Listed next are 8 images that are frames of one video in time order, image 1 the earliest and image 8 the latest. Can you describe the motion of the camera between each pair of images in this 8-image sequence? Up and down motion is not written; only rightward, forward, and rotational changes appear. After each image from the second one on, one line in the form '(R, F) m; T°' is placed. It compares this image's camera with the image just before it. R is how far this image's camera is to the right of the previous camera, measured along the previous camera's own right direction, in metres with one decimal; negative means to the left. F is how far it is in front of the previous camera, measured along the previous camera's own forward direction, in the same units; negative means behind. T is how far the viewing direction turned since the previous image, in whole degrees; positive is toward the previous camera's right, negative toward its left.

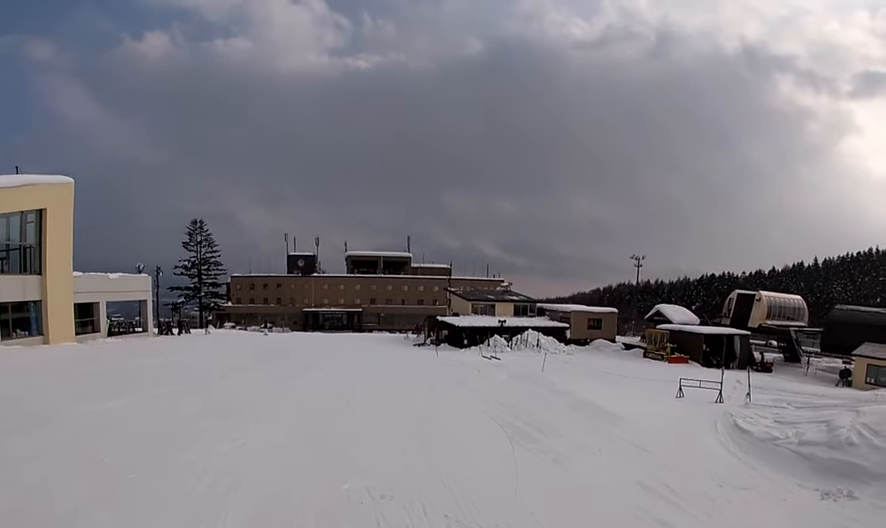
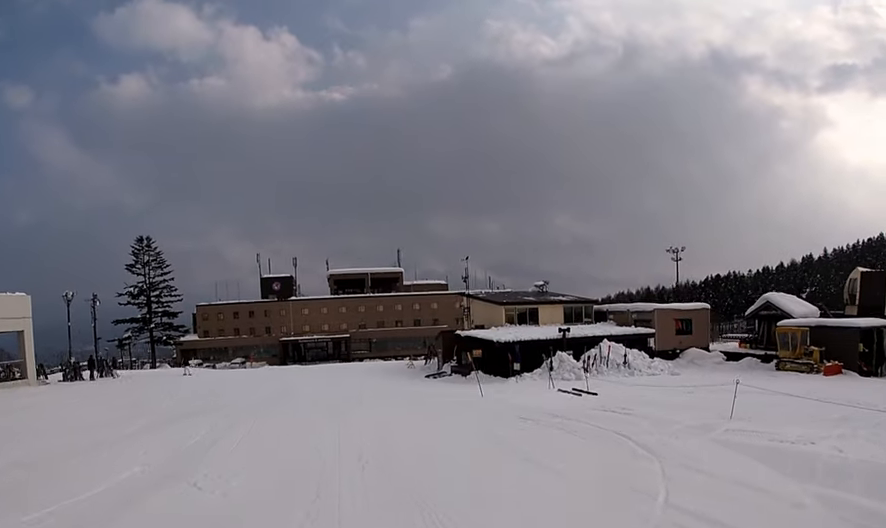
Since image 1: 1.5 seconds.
(-0.1, +14.5) m; -2°
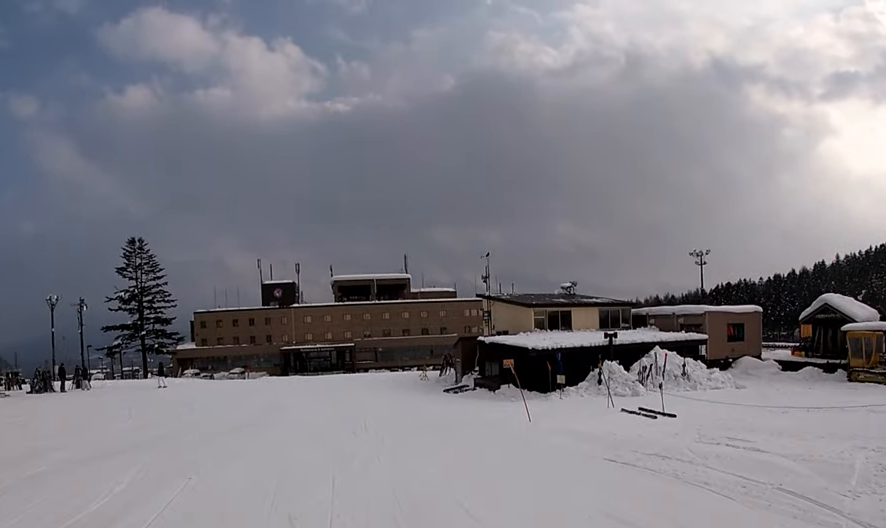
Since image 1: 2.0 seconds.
(+0.1, +4.3) m; -2°
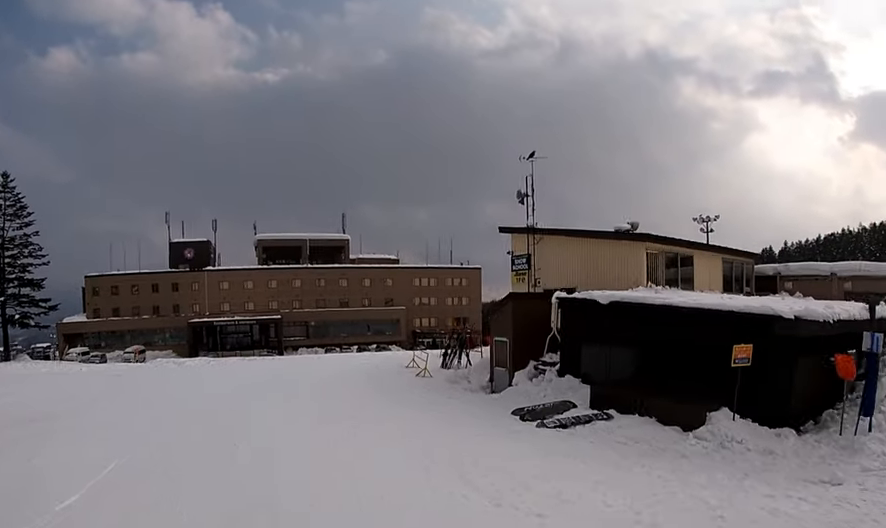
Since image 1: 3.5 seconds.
(-0.3, +14.3) m; +5°
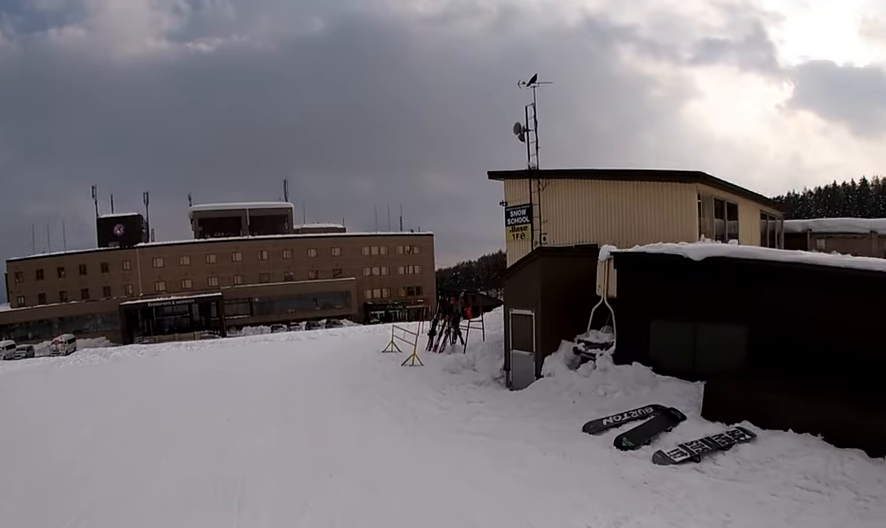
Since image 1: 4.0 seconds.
(0.0, +4.2) m; +4°
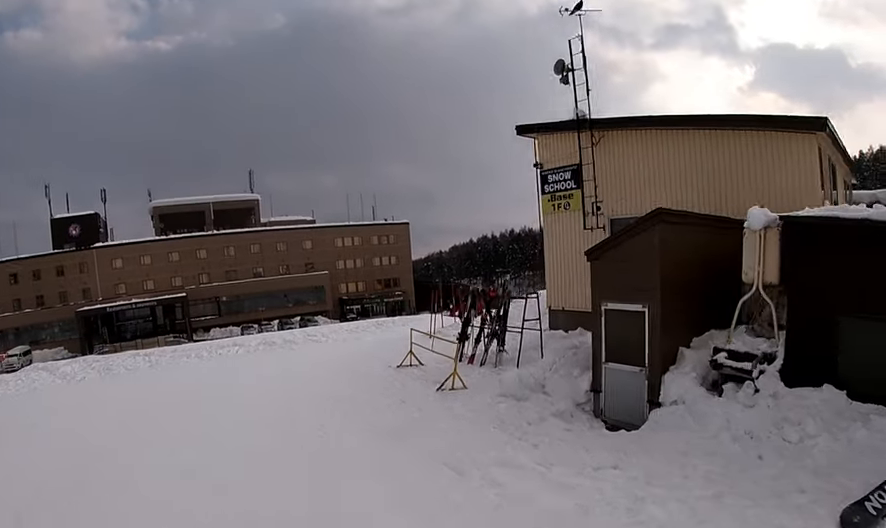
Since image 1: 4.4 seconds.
(+0.3, +3.7) m; +3°
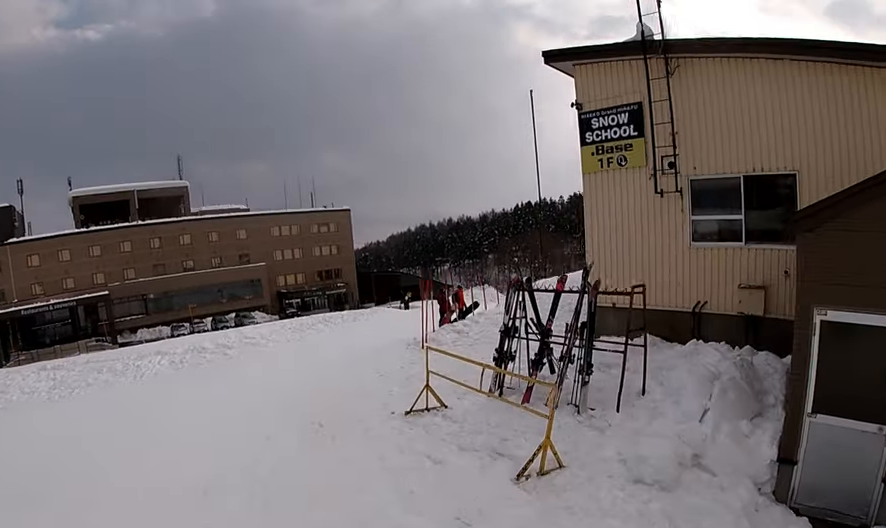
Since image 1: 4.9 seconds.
(+0.2, +4.1) m; +3°
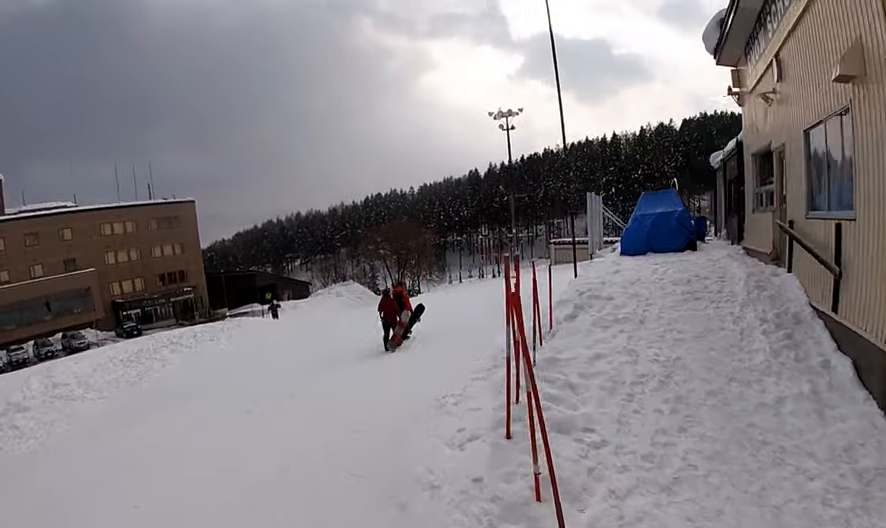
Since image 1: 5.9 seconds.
(+0.1, +7.2) m; +16°
